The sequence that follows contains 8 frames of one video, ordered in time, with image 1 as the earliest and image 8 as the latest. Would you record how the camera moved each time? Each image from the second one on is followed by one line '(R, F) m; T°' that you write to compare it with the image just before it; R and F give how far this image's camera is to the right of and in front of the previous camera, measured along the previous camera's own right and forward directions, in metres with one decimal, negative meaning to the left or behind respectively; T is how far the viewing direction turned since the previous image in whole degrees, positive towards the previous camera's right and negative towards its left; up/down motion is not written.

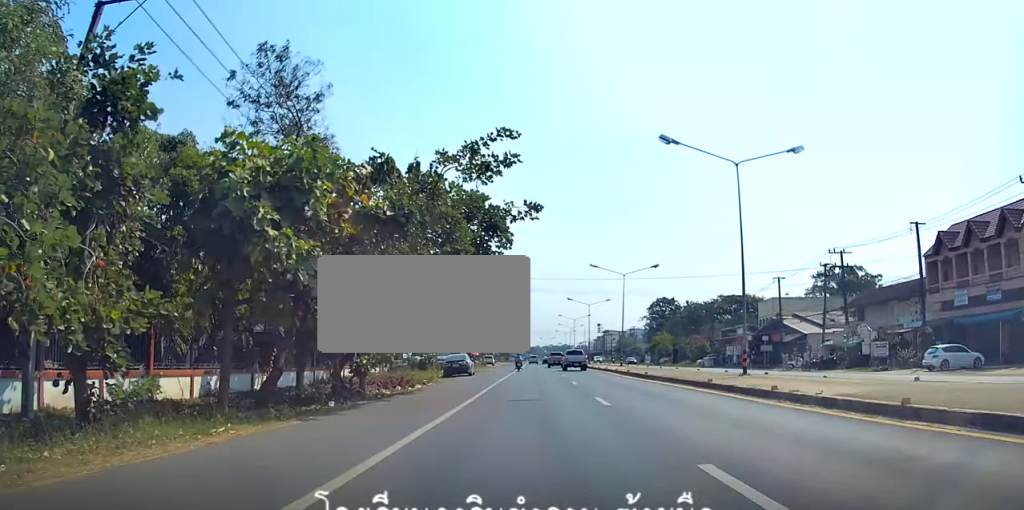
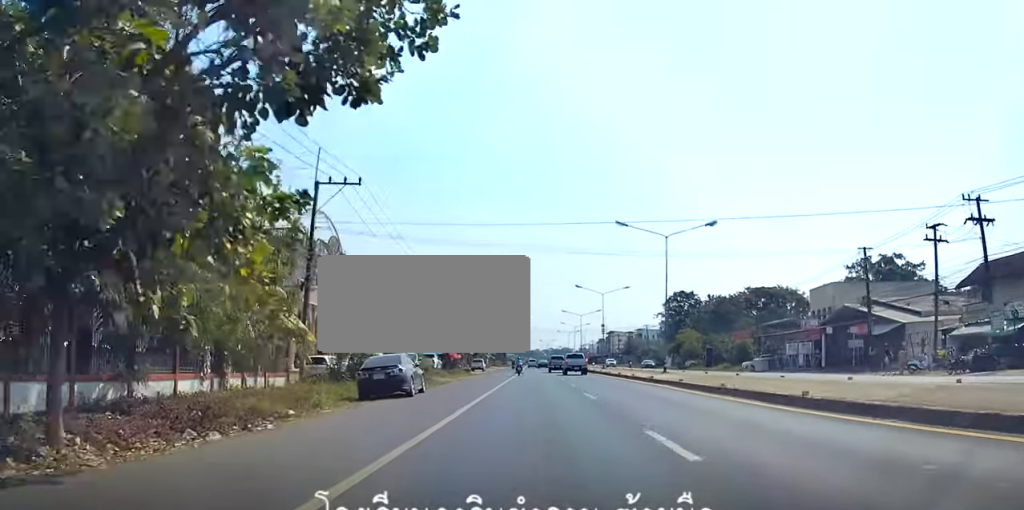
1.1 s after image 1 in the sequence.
(0.0, +20.1) m; 0°
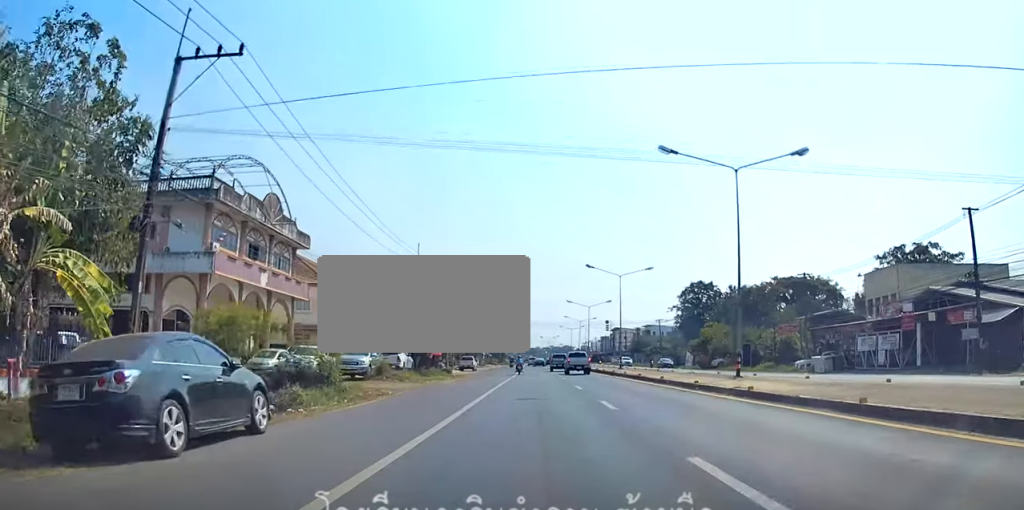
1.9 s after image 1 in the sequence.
(+0.1, +15.0) m; 0°
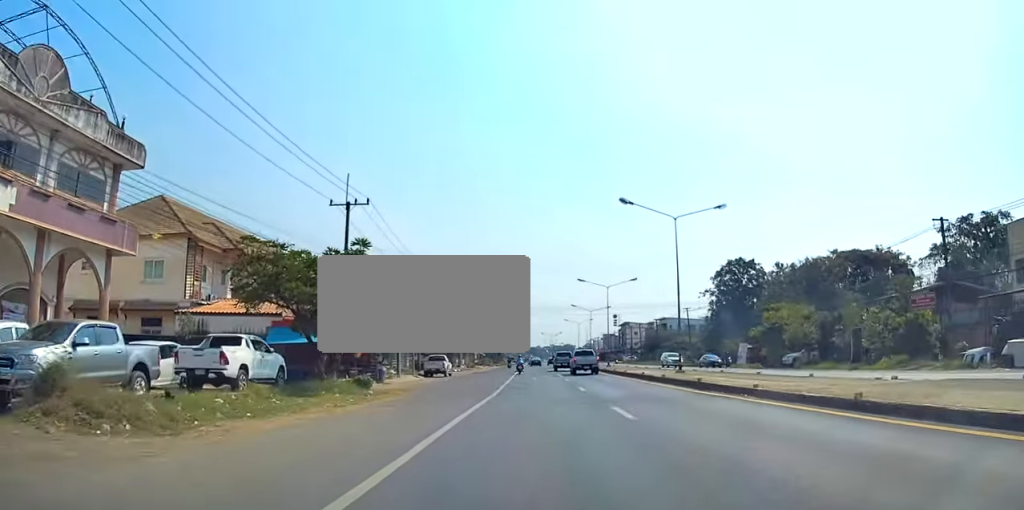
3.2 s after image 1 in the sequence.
(+0.2, +23.3) m; +1°
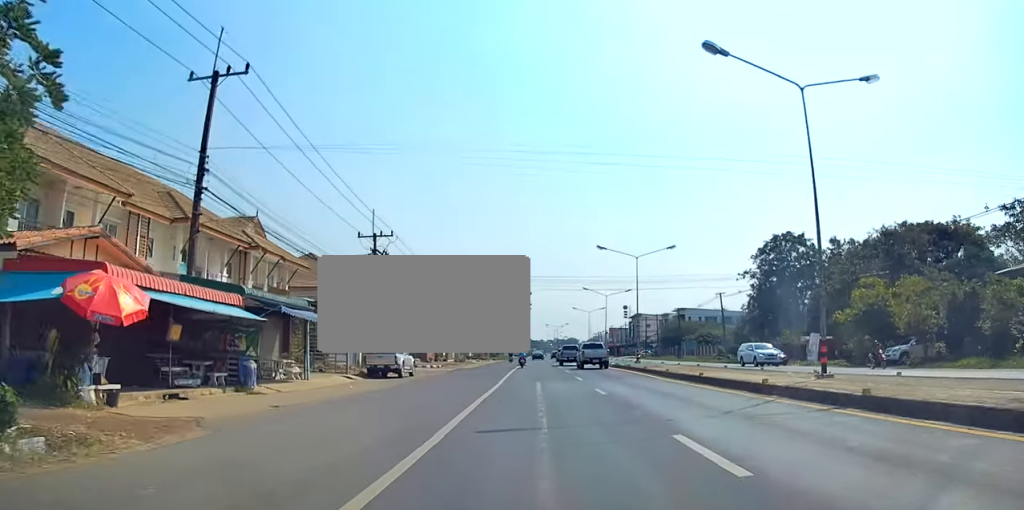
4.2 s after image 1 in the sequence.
(0.0, +17.7) m; 0°
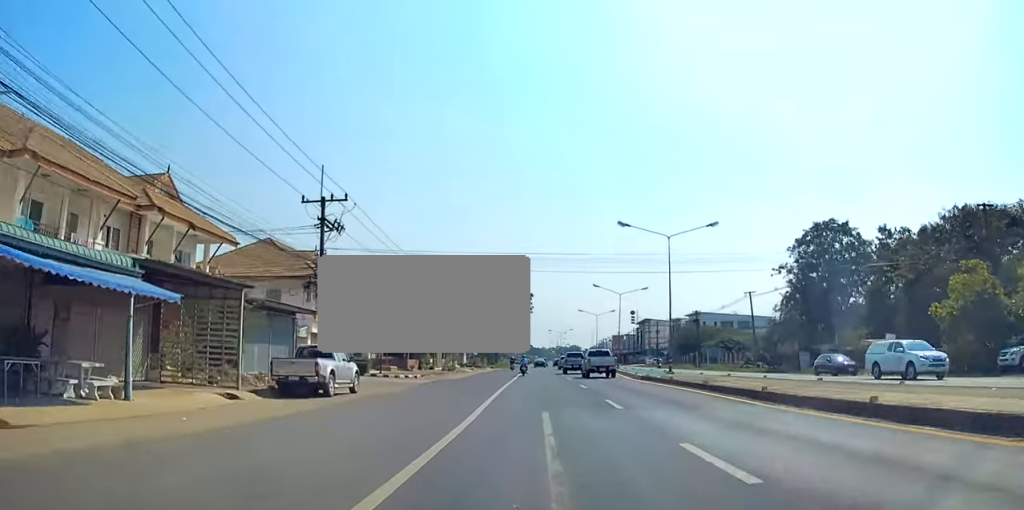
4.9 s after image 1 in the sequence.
(-0.1, +12.3) m; 0°
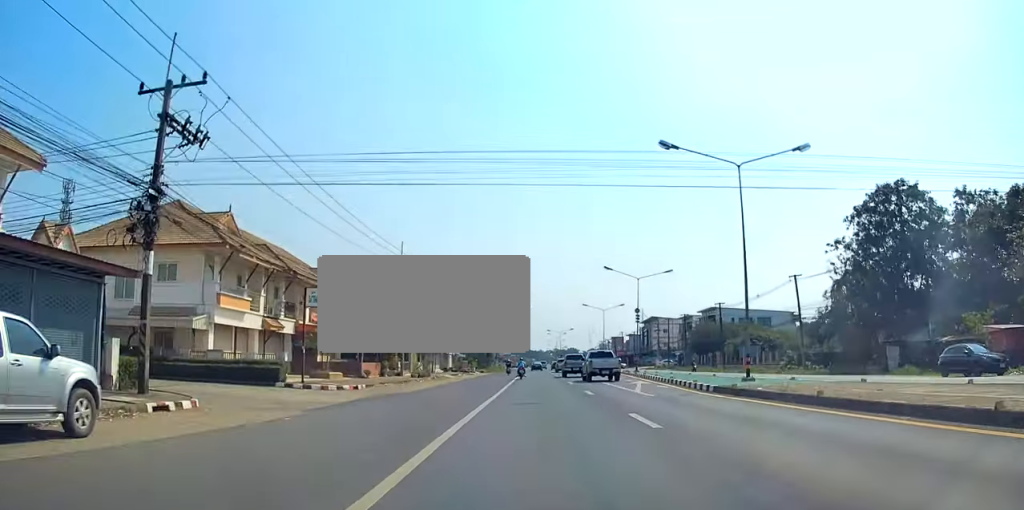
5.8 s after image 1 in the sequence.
(+0.2, +14.6) m; 0°
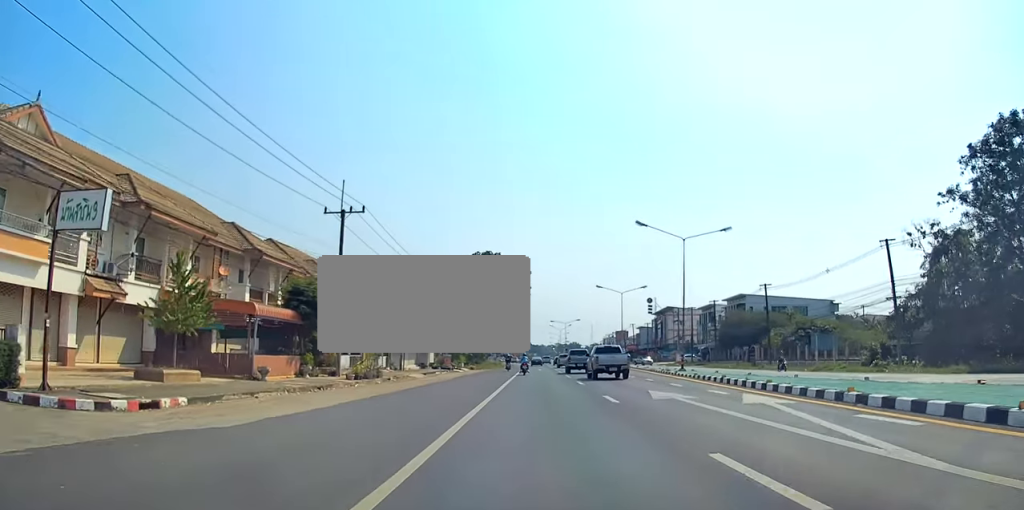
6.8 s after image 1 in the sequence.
(-0.2, +18.3) m; -1°
